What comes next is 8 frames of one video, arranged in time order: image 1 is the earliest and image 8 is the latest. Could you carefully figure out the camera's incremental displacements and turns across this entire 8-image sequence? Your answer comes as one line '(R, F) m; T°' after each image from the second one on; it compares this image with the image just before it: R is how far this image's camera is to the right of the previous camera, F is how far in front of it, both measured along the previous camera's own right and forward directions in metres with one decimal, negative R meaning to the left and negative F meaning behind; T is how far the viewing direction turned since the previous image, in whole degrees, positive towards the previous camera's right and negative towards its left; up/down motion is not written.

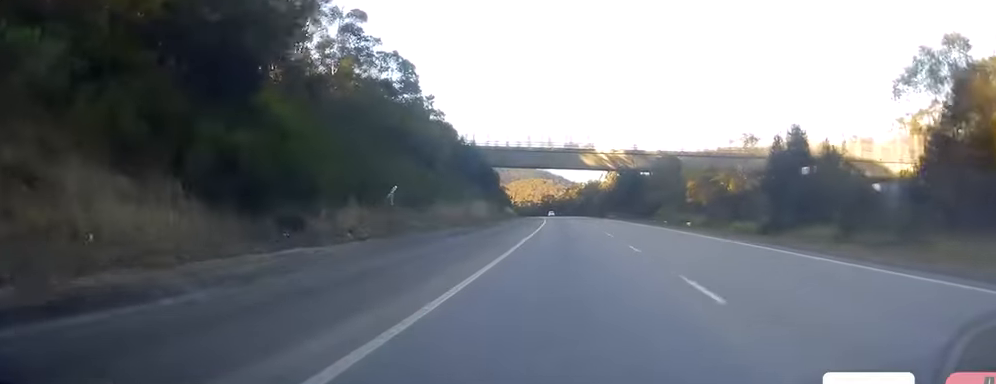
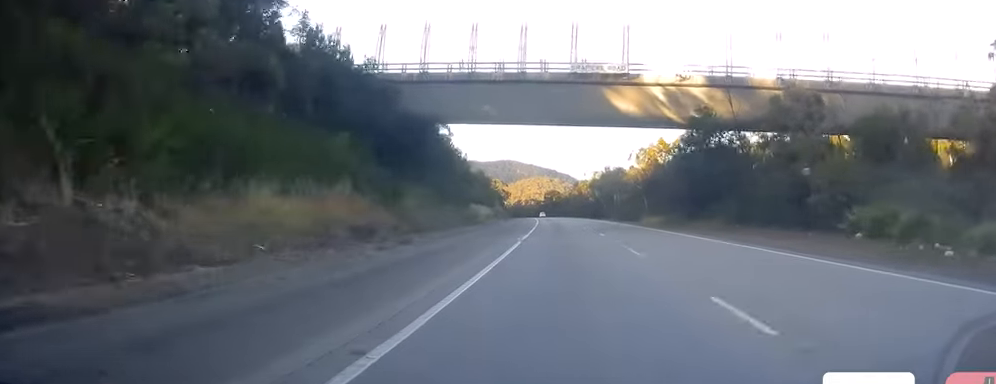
(-0.5, +50.3) m; 0°
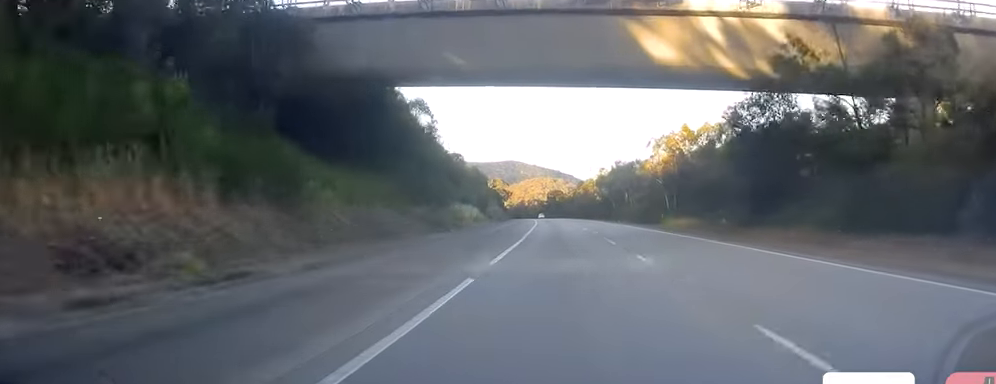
(+0.2, +15.1) m; 0°
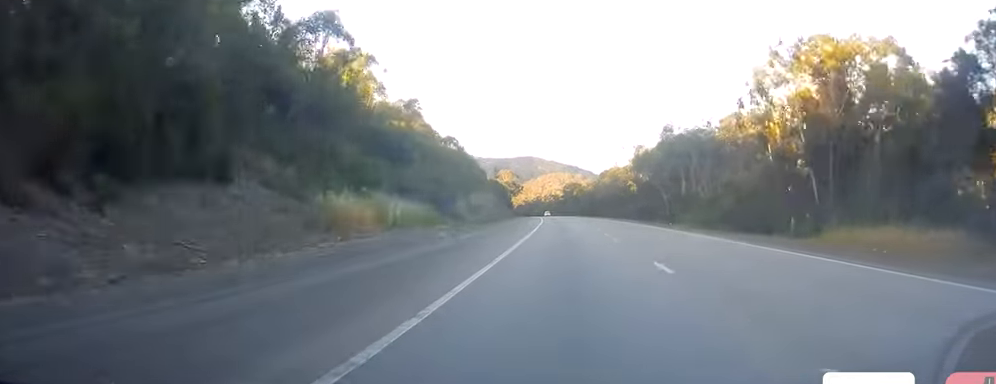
(-0.6, +37.9) m; -2°
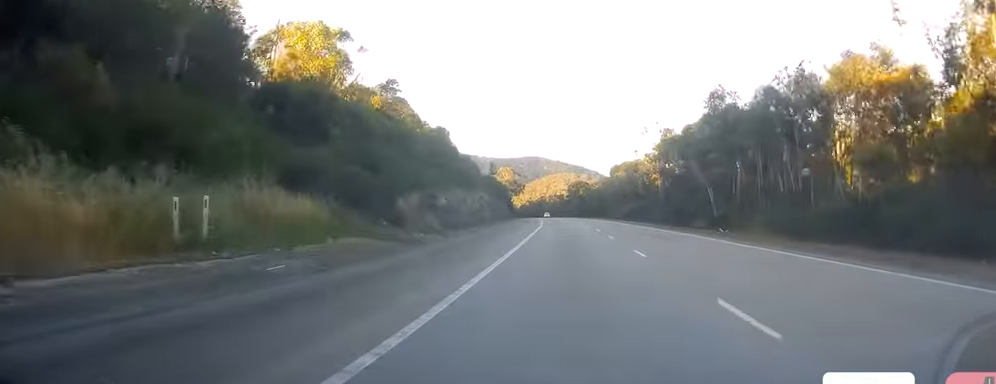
(-0.2, +19.1) m; 0°
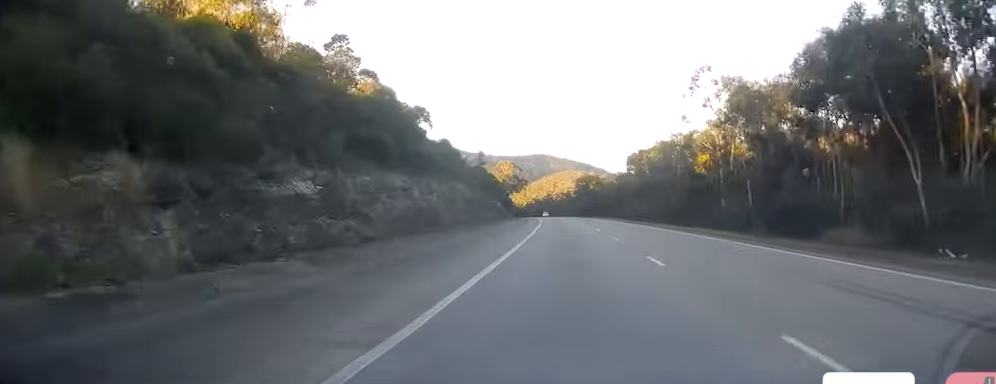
(+0.2, +26.8) m; 0°
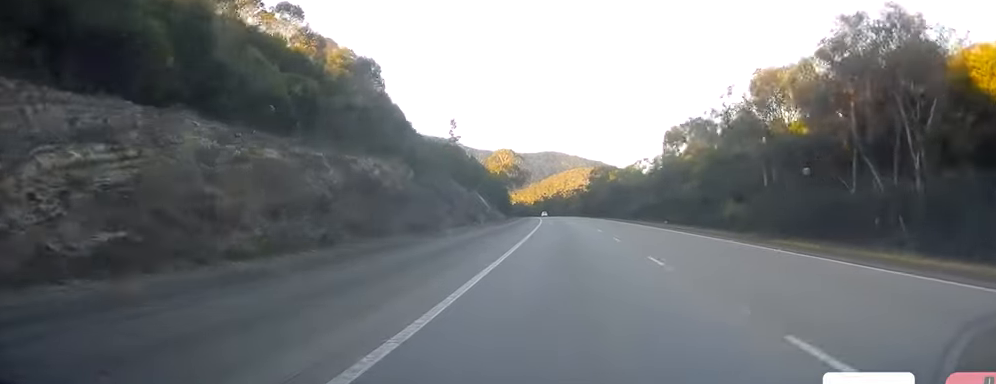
(-0.4, +36.3) m; -1°
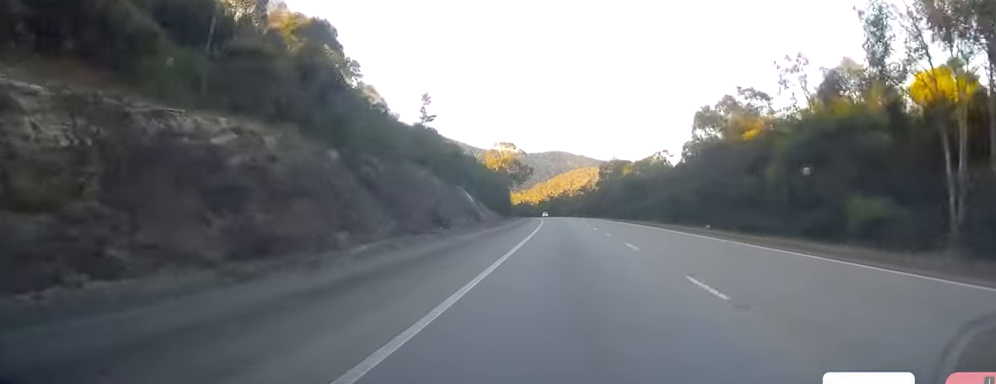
(0.0, +17.2) m; -1°
